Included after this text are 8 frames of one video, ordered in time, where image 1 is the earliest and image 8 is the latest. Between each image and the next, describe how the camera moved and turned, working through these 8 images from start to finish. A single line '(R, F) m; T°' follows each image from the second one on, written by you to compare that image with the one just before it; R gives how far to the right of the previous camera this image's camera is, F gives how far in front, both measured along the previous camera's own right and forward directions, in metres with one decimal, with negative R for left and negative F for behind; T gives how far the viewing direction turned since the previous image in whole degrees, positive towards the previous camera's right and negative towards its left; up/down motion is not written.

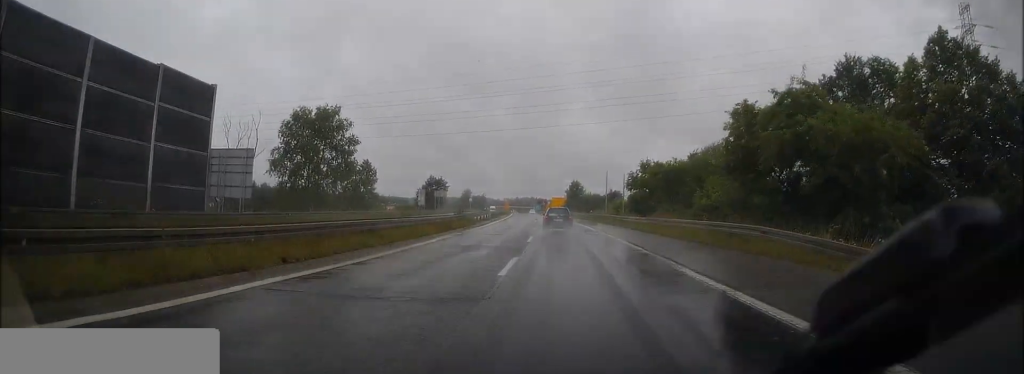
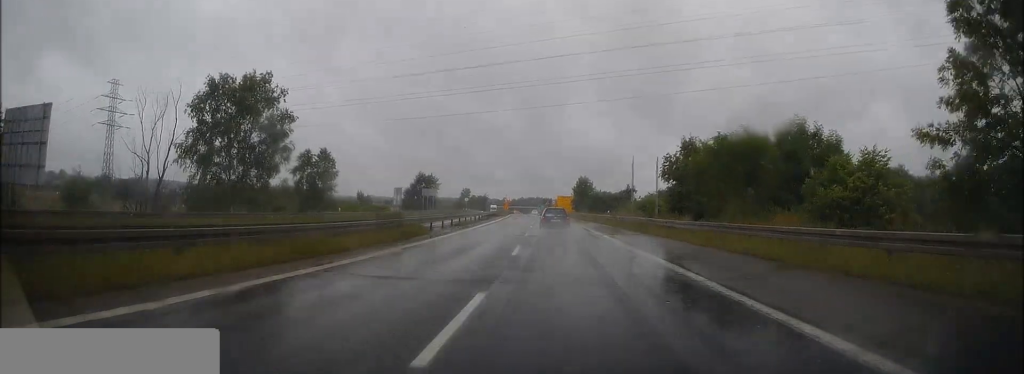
(-0.2, +18.7) m; -1°
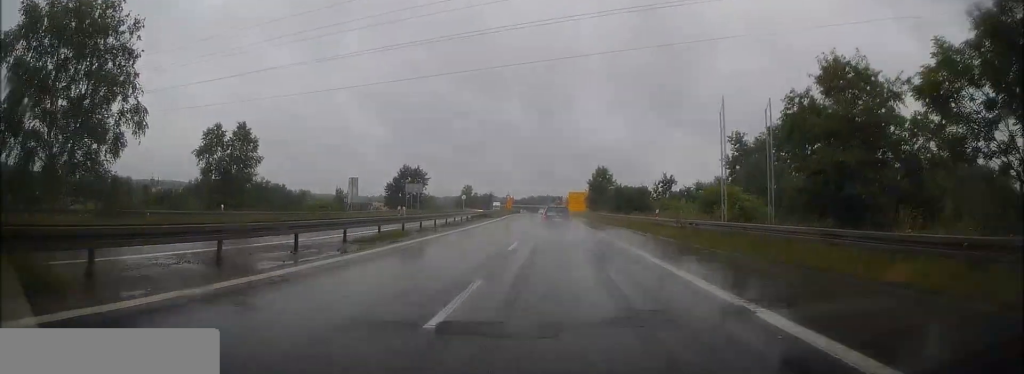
(-0.2, +22.7) m; -1°
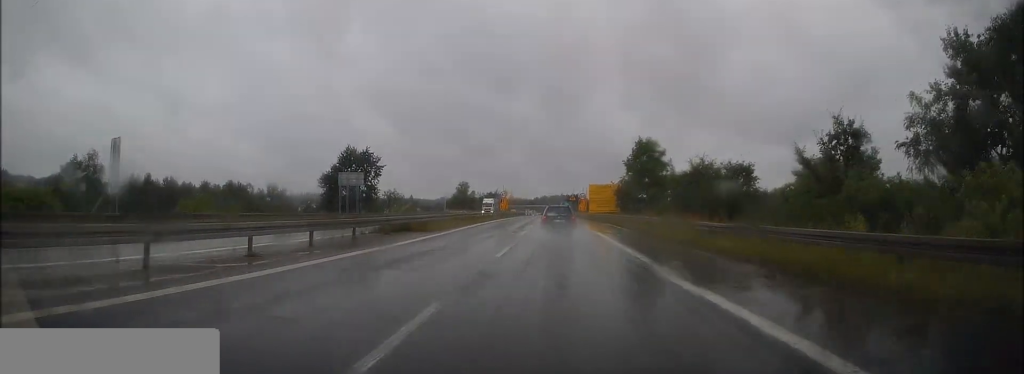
(-0.3, +38.9) m; -1°
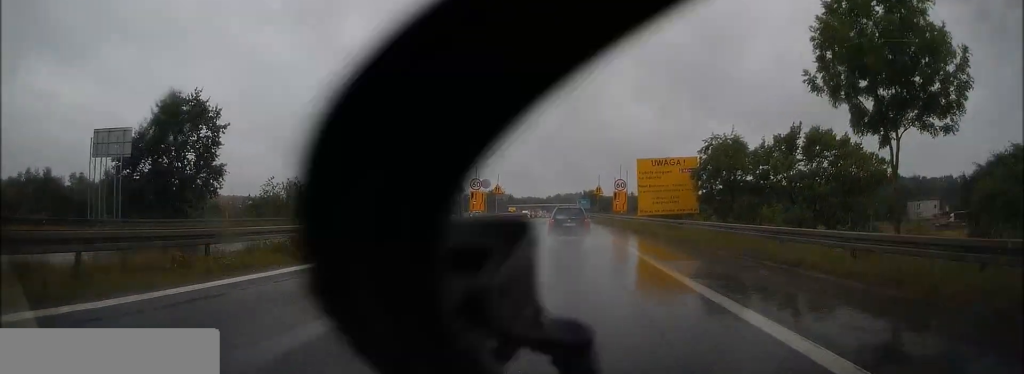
(-0.3, +41.5) m; -1°
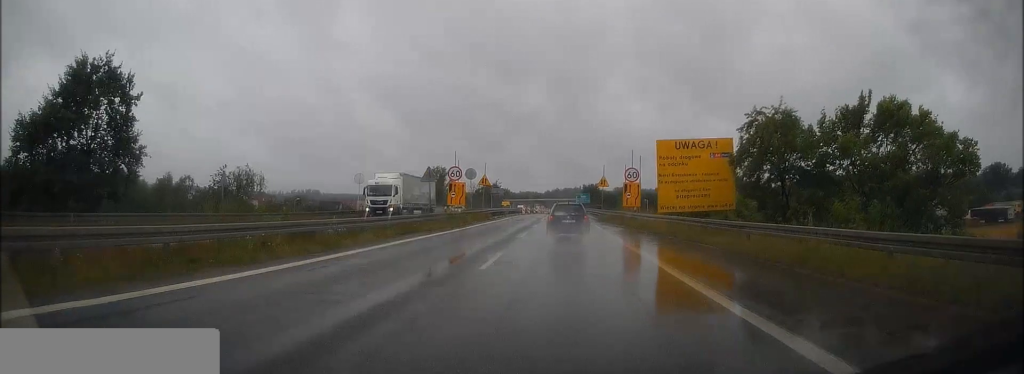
(0.0, +9.5) m; 0°
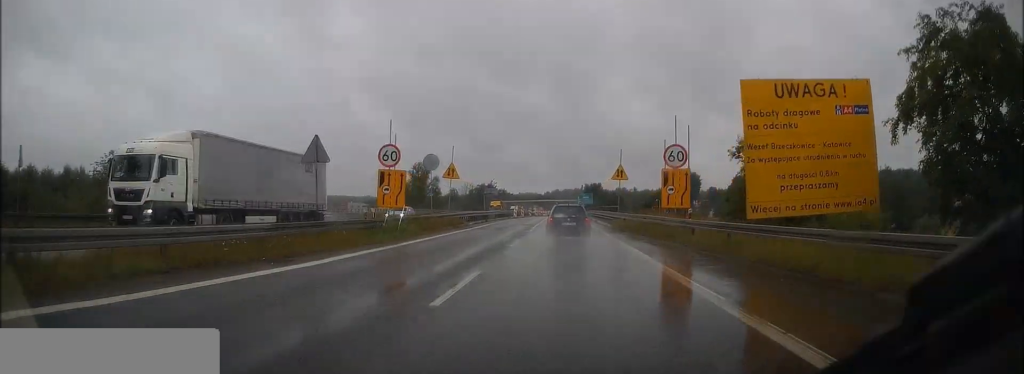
(-0.1, +16.4) m; 0°
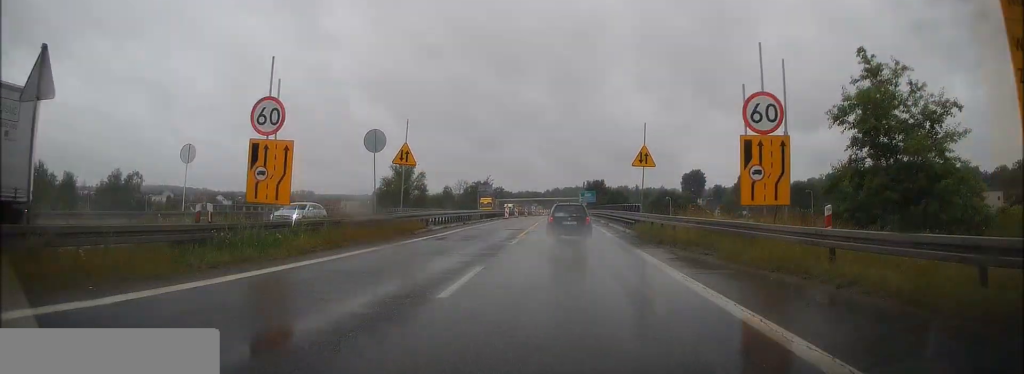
(0.0, +11.5) m; 0°
